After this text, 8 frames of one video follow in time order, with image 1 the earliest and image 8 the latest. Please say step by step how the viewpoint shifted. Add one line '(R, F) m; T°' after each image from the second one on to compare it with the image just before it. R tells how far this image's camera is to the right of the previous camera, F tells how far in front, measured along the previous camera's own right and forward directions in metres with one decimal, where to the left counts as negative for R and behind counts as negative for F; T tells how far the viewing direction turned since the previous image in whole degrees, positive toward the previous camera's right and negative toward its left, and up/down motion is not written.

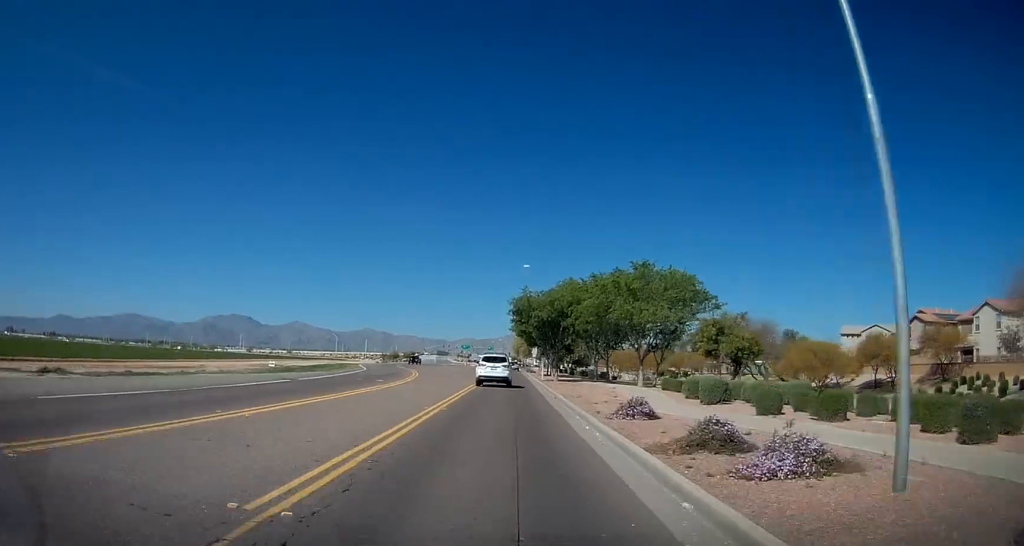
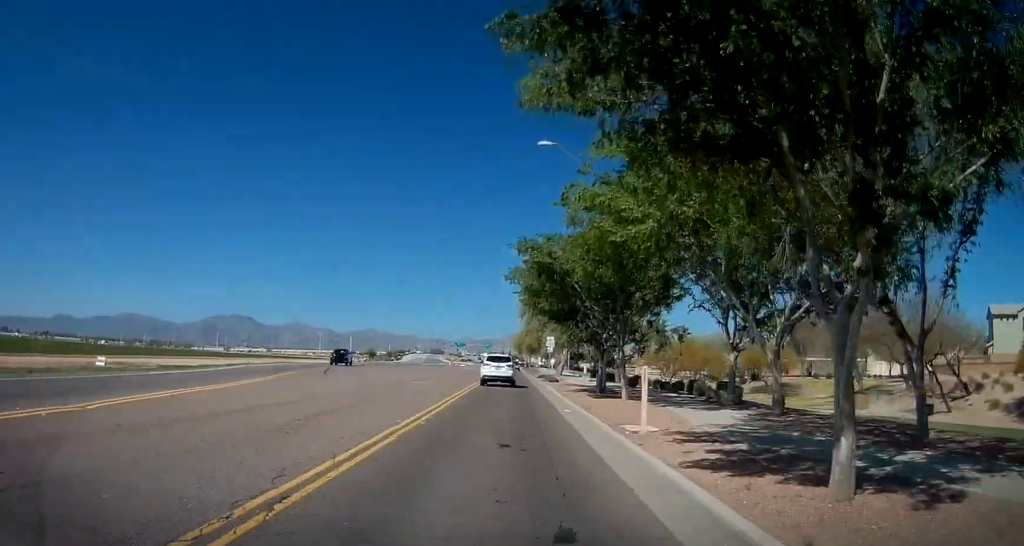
(+2.2, +41.9) m; +2°
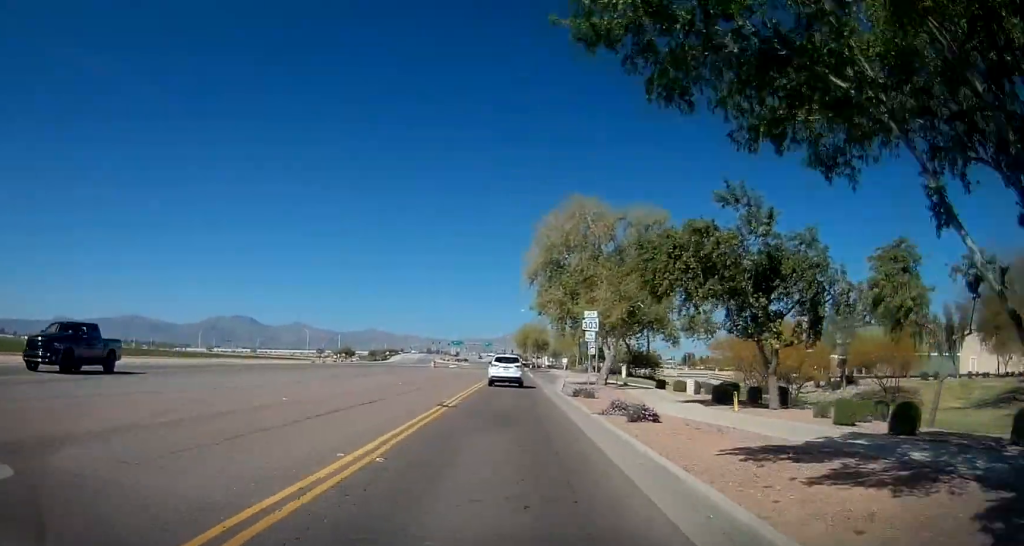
(-0.7, +29.9) m; -3°
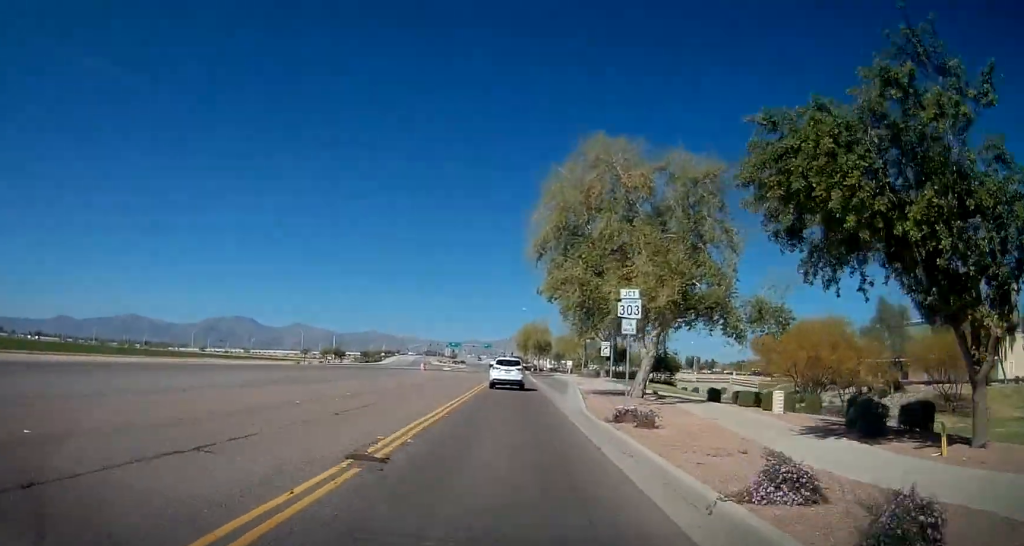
(-0.4, +10.1) m; 0°
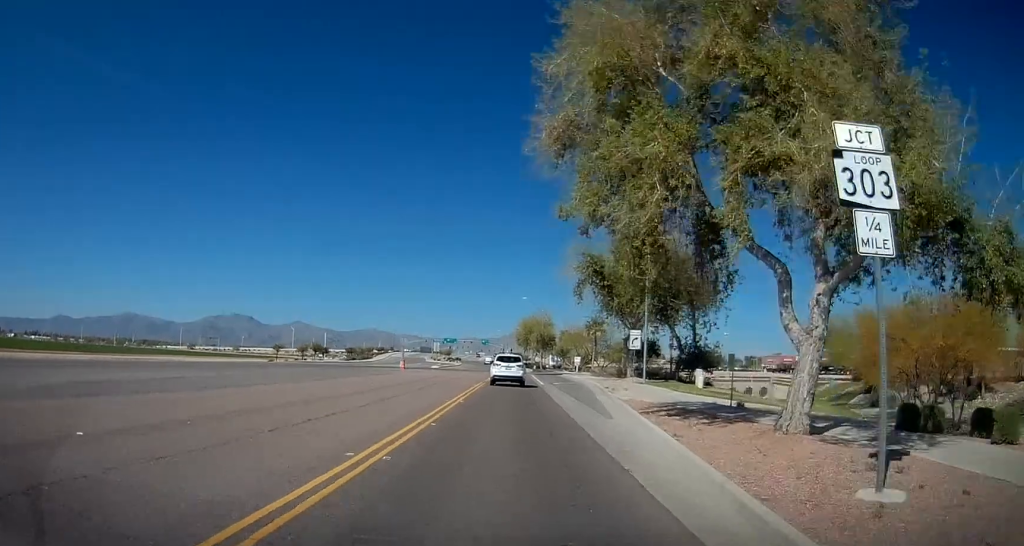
(+0.1, +14.5) m; +2°
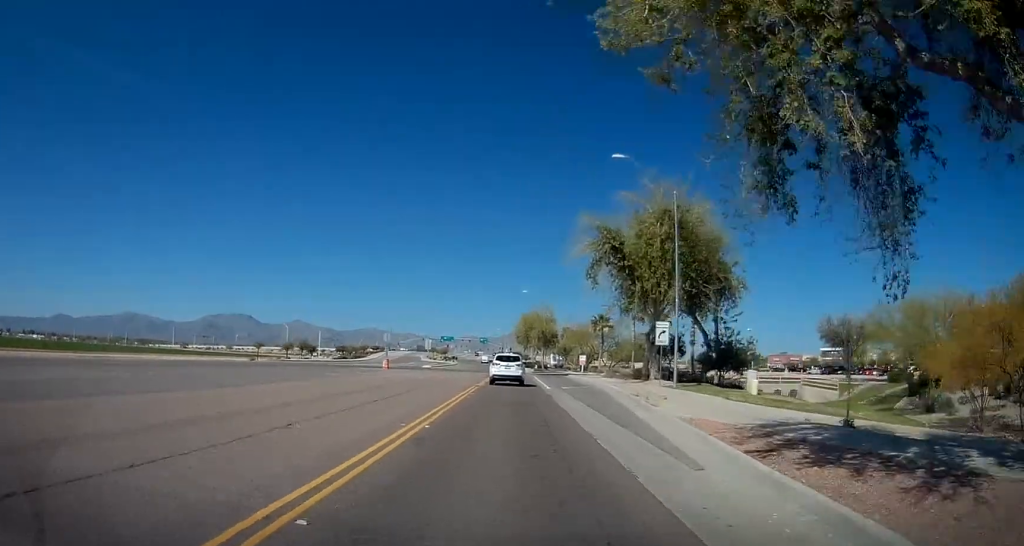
(+0.2, +8.2) m; +1°
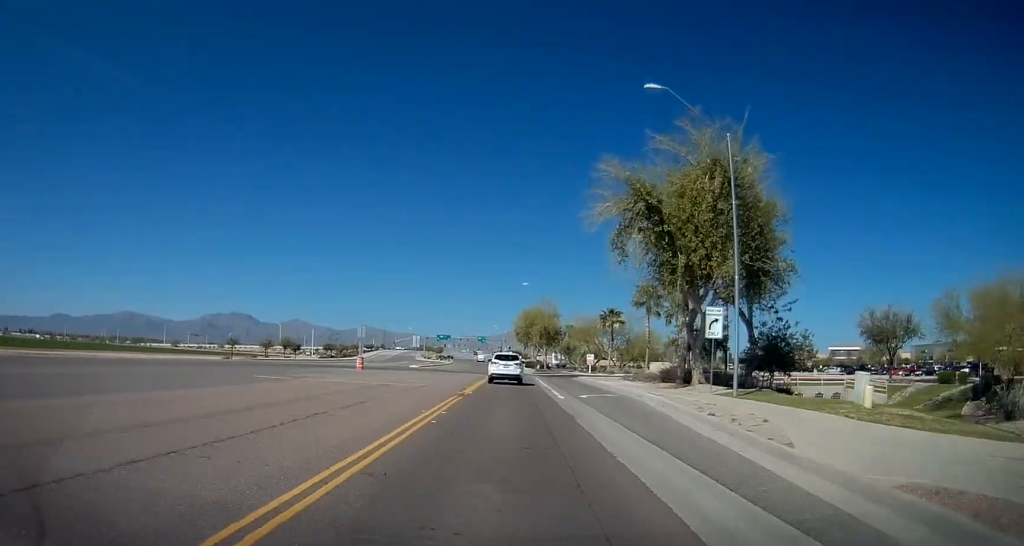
(+0.1, +9.5) m; +1°
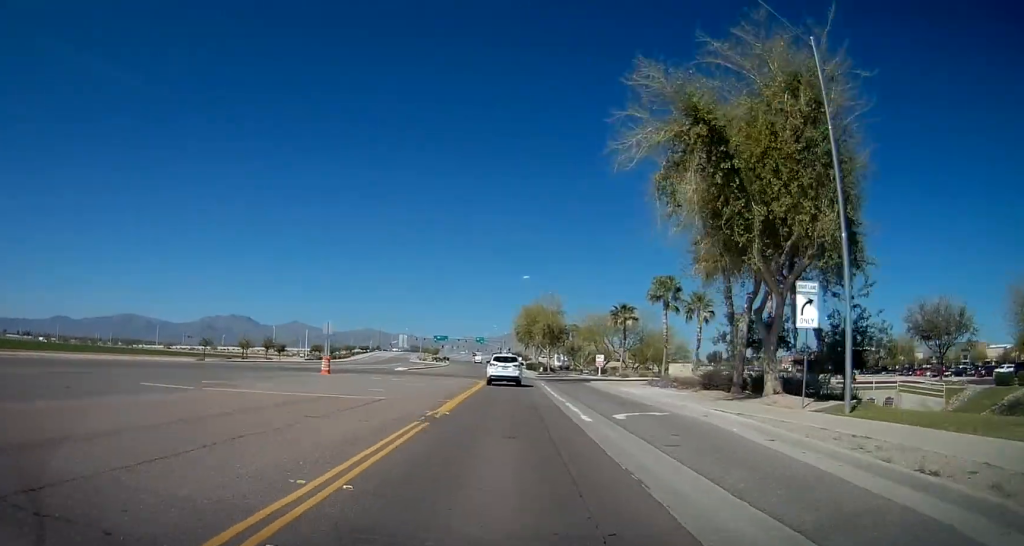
(+0.1, +8.9) m; 0°
